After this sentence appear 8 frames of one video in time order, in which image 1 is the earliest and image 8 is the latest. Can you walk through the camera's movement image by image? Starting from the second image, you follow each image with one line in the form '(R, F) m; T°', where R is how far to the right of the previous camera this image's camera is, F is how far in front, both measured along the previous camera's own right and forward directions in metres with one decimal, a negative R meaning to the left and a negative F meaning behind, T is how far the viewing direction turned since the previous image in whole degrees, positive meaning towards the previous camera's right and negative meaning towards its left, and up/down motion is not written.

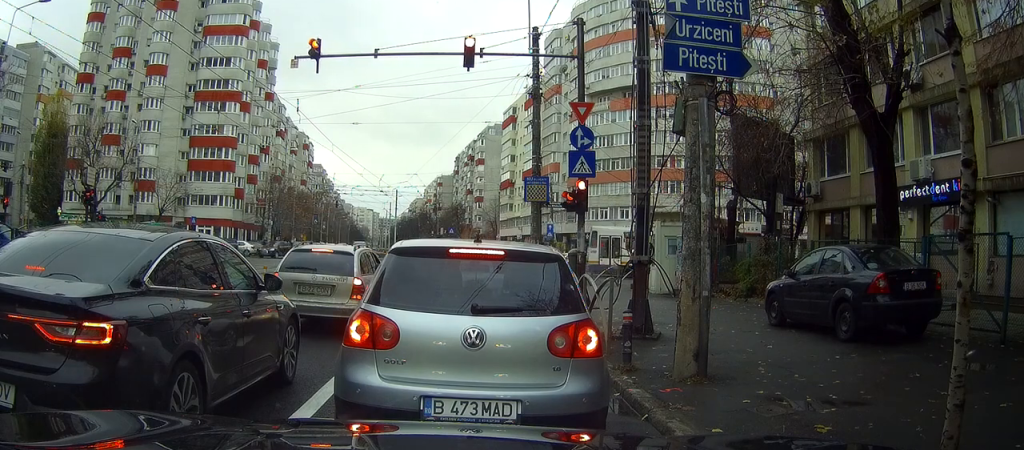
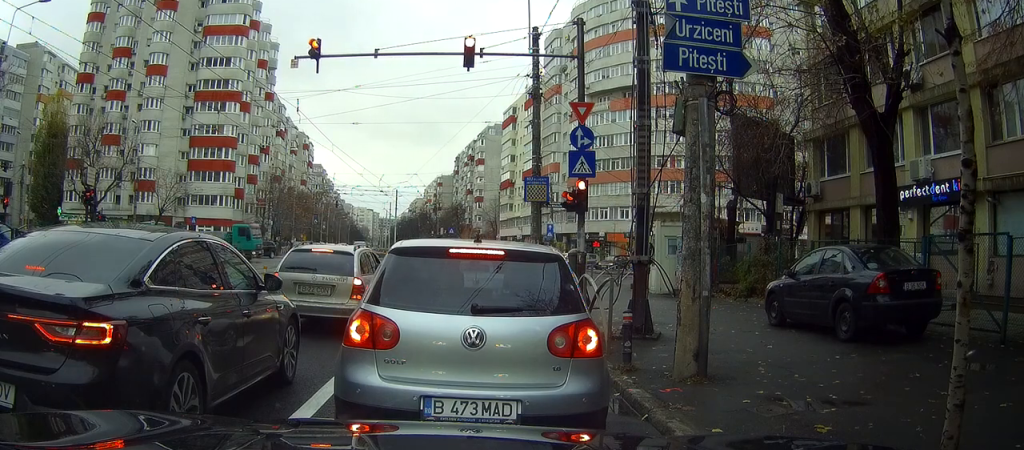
(0.0, 0.0) m; 0°
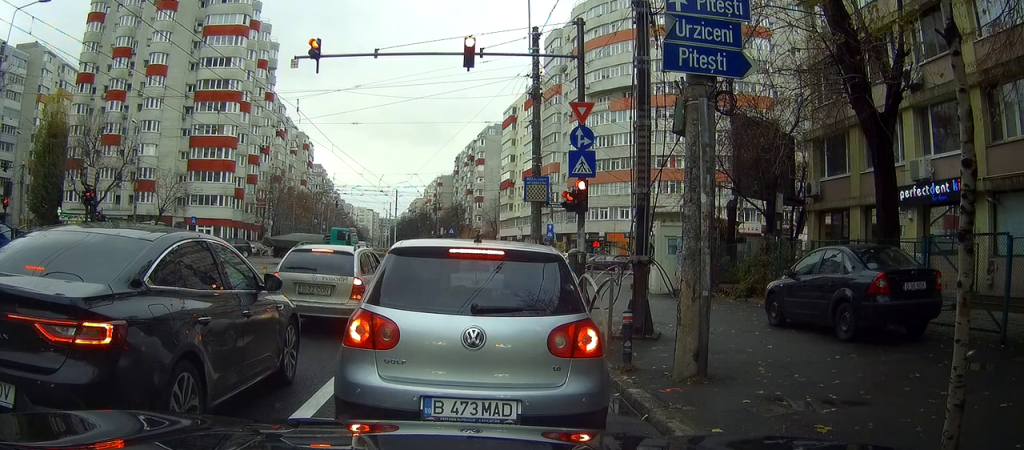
(0.0, 0.0) m; 0°
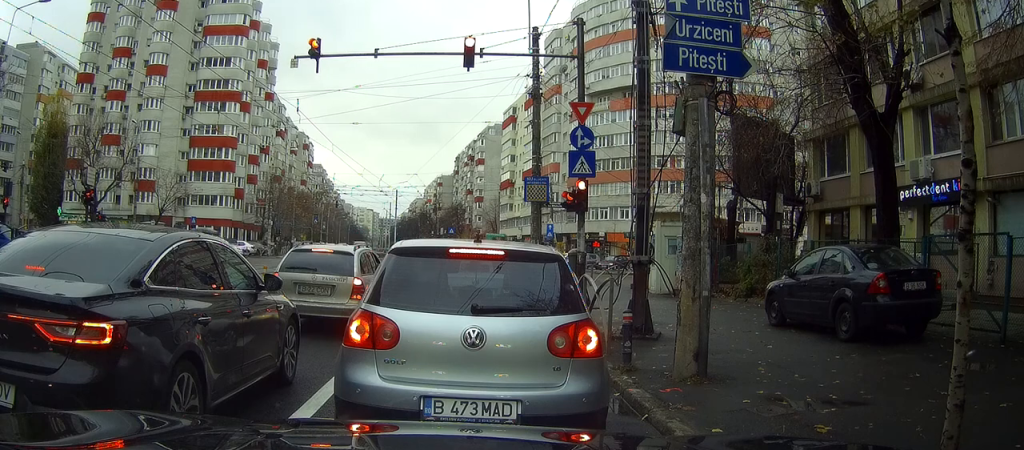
(0.0, 0.0) m; 0°
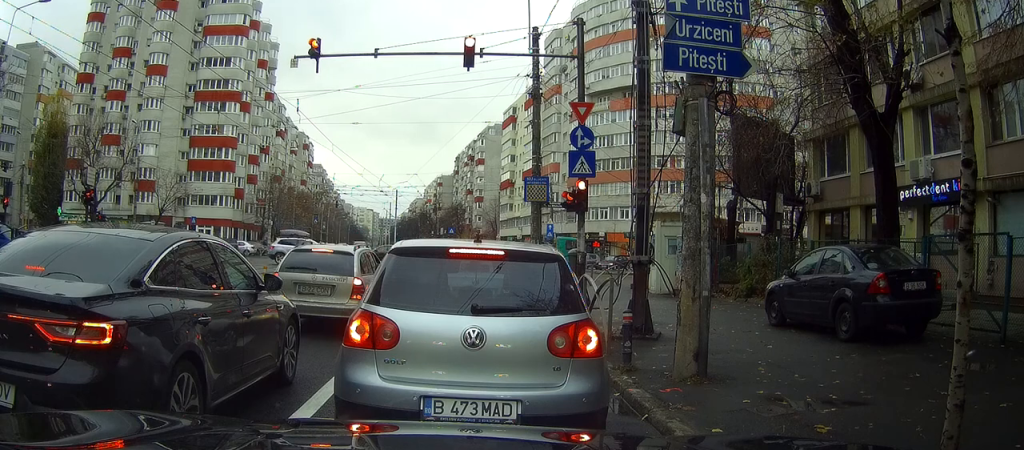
(0.0, 0.0) m; 0°
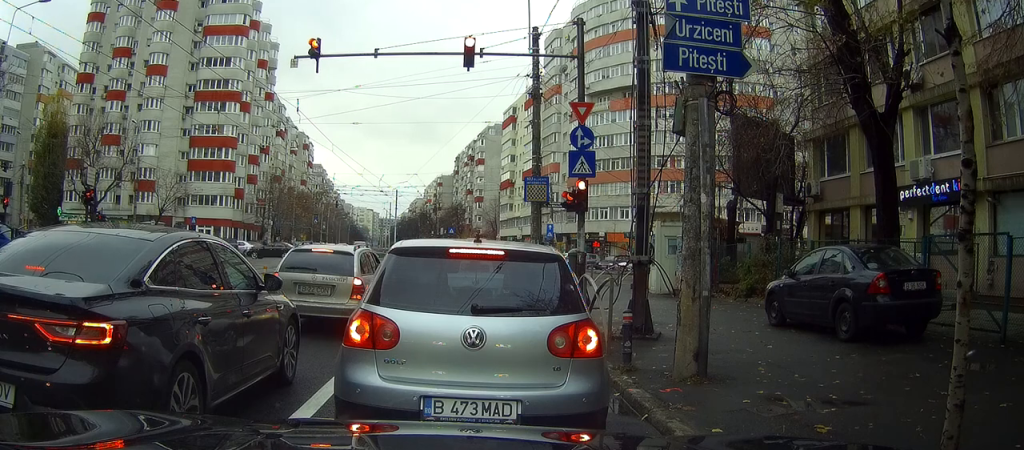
(0.0, 0.0) m; 0°
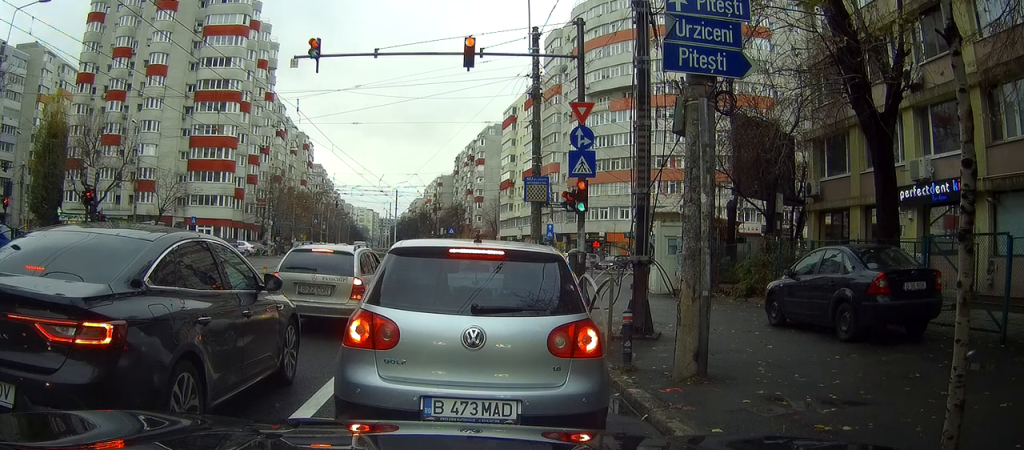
(0.0, 0.0) m; 0°
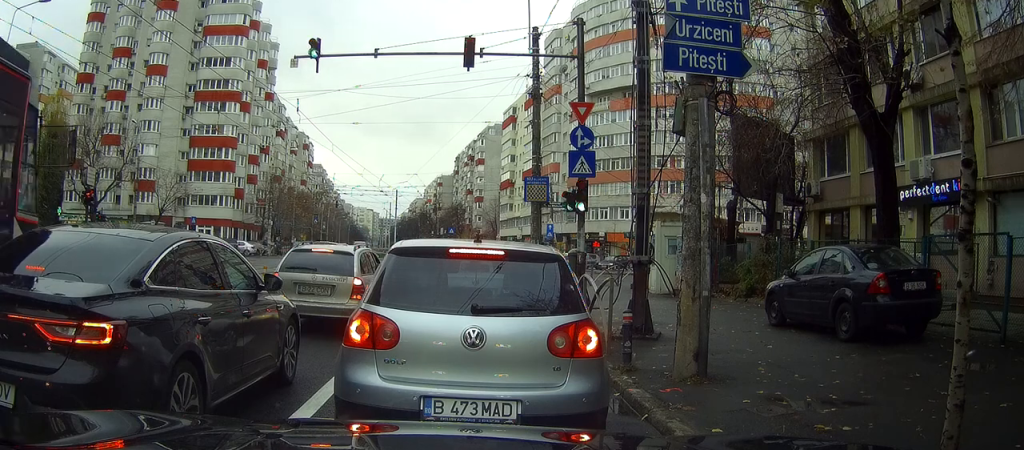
(0.0, 0.0) m; 0°
